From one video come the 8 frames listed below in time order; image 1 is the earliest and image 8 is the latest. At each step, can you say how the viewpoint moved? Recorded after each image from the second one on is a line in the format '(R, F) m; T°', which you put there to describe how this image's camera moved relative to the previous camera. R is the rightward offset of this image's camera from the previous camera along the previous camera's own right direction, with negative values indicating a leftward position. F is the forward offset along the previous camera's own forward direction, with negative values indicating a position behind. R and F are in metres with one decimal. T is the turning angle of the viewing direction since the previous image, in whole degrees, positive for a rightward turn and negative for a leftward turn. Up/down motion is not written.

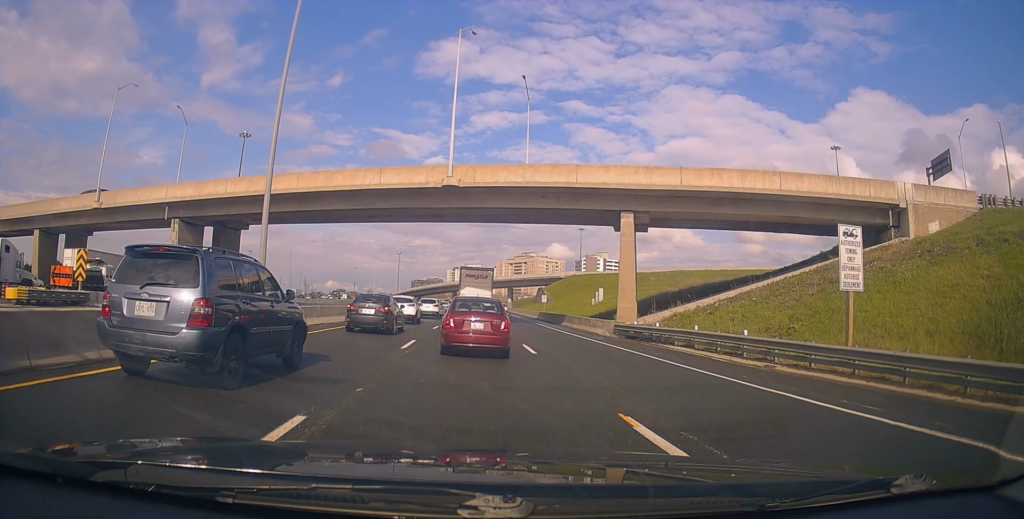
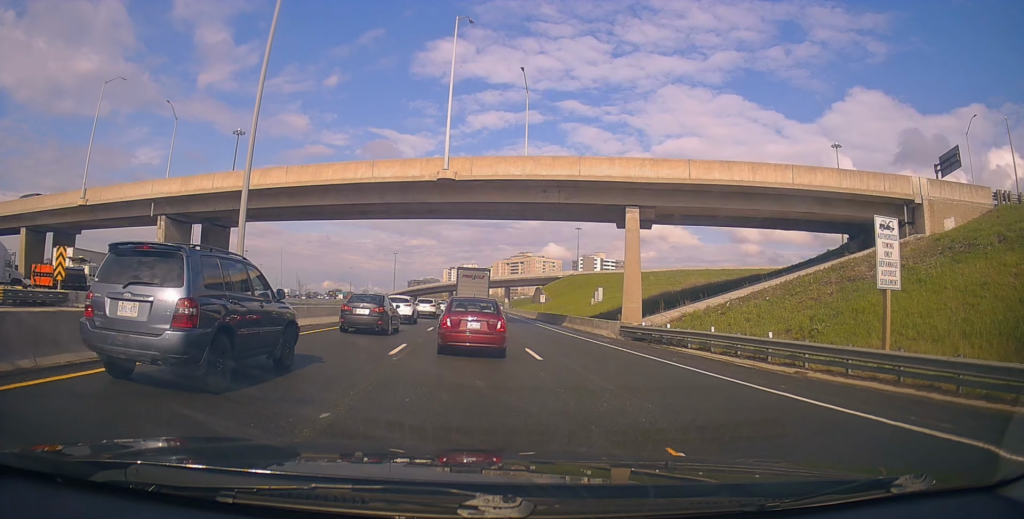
(-0.2, +1.8) m; 0°
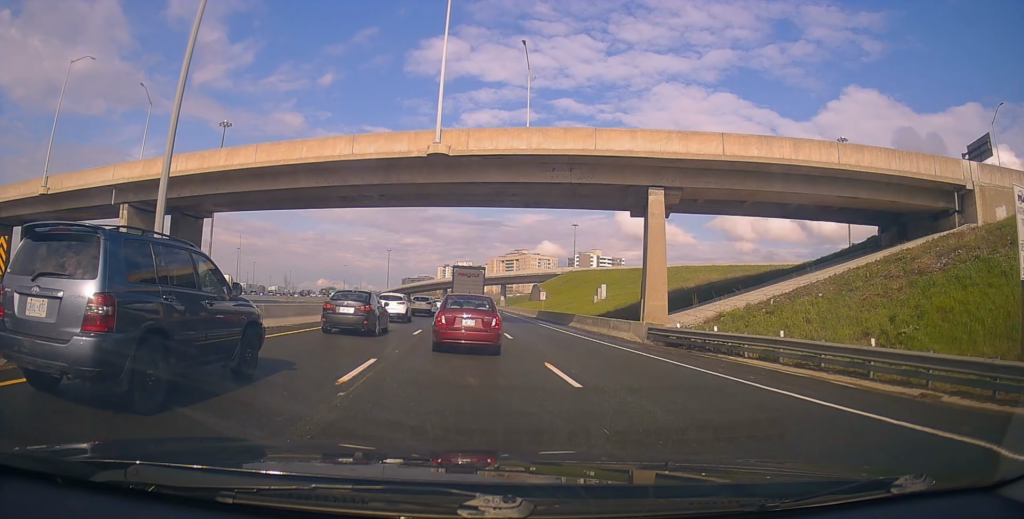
(+0.3, +4.9) m; +1°
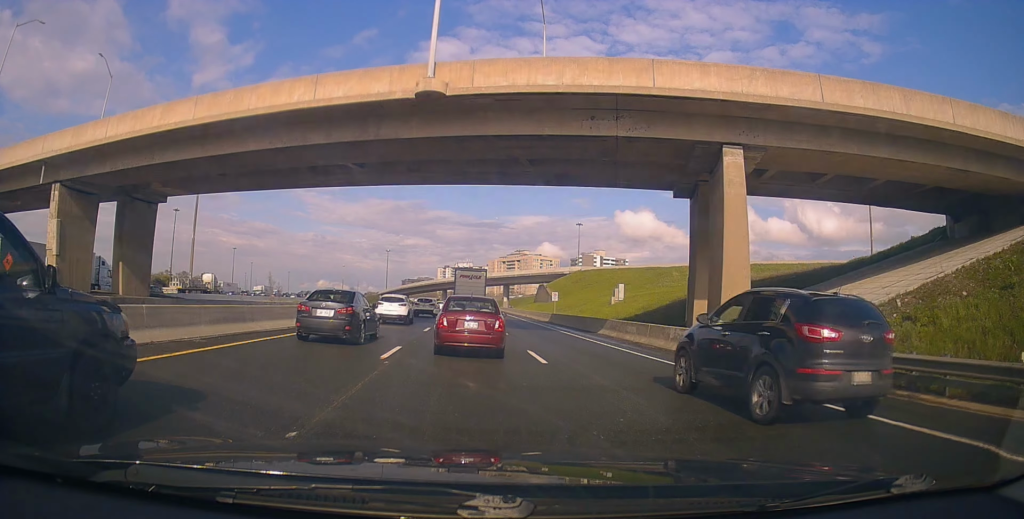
(-0.6, +8.5) m; -5°
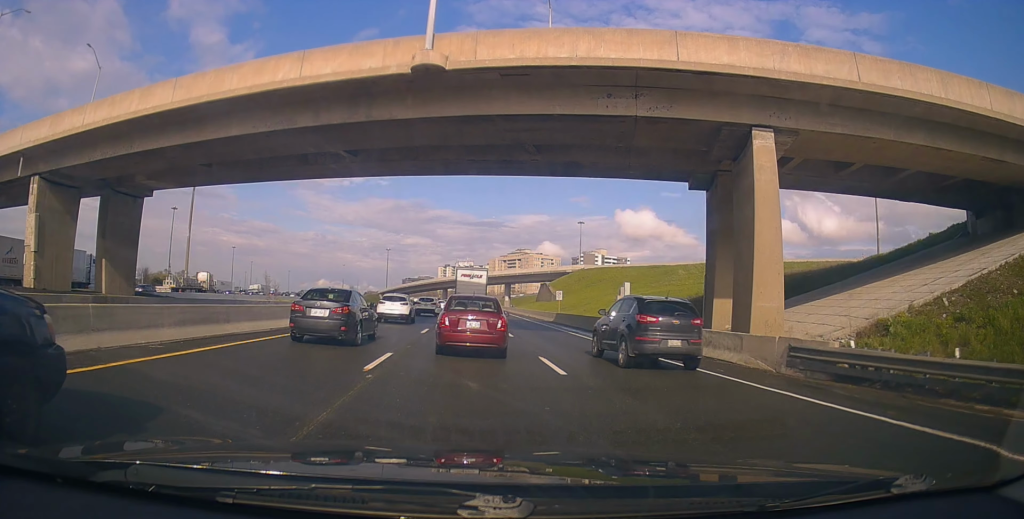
(0.0, +2.3) m; 0°
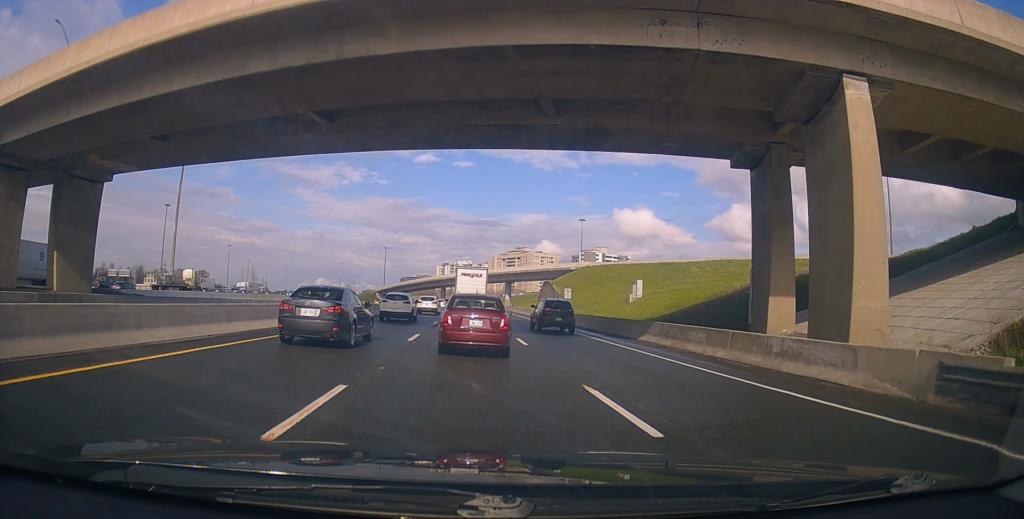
(-0.1, +5.2) m; +1°
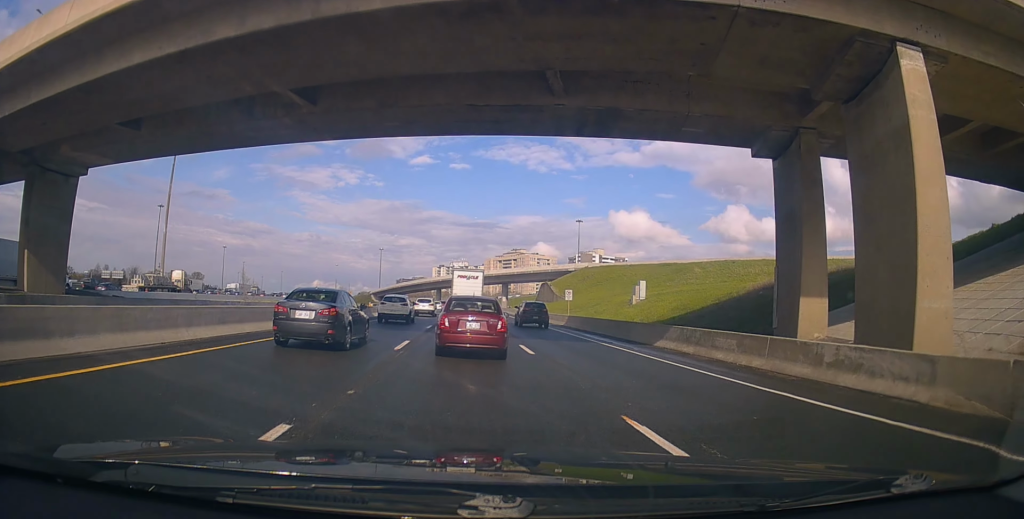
(0.0, +2.5) m; +1°
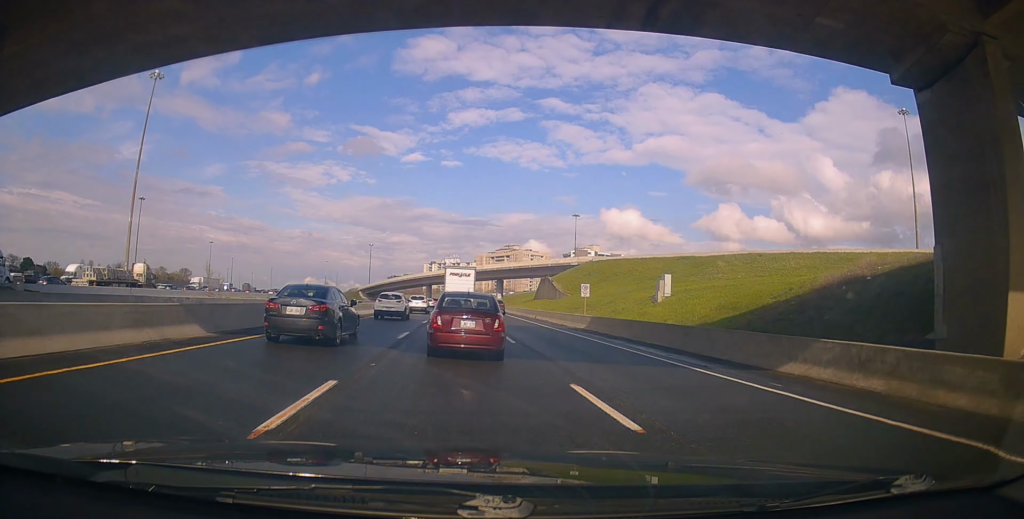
(+0.7, +9.4) m; +3°
